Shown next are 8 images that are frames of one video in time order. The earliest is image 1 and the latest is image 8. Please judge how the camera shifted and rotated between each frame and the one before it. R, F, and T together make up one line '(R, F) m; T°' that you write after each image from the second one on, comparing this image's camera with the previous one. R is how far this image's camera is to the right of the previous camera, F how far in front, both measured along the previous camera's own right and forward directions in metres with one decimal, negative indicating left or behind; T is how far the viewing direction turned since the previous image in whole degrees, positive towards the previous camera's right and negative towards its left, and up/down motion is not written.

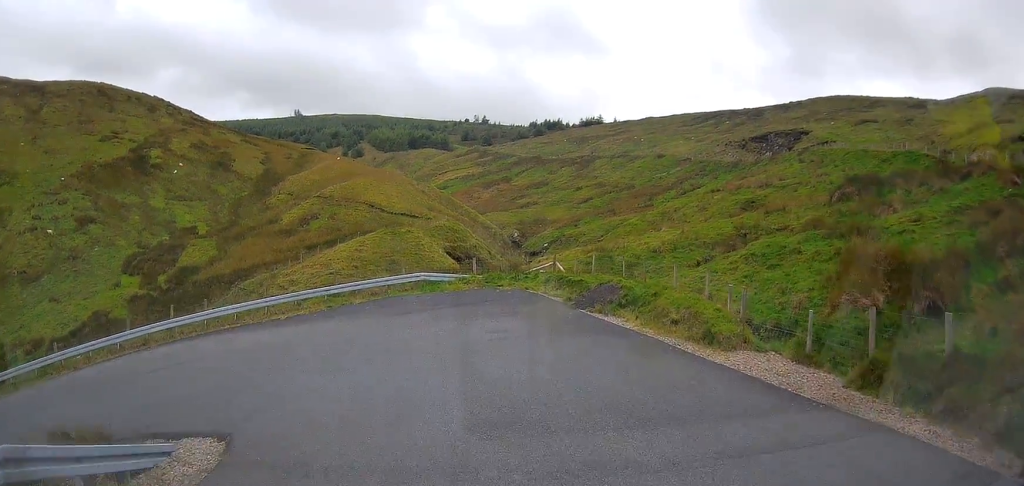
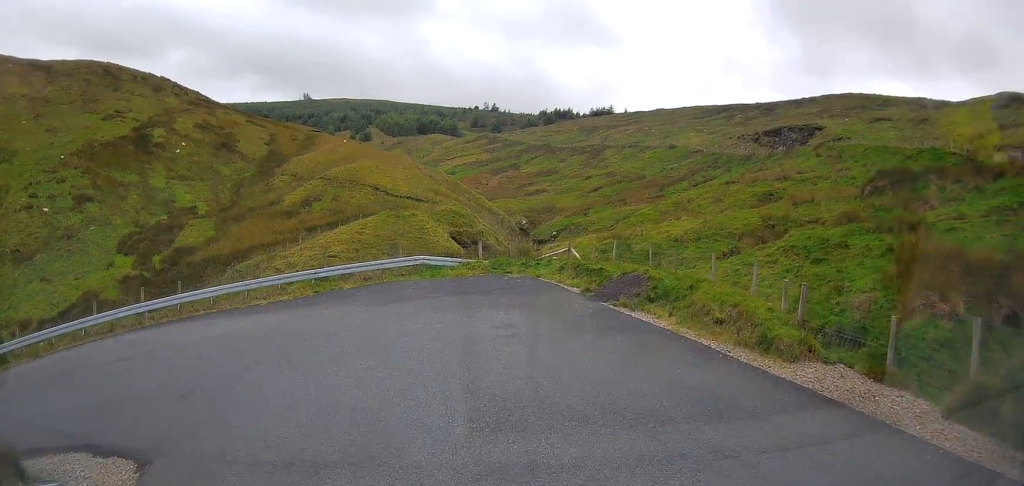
(+0.1, +3.3) m; -2°
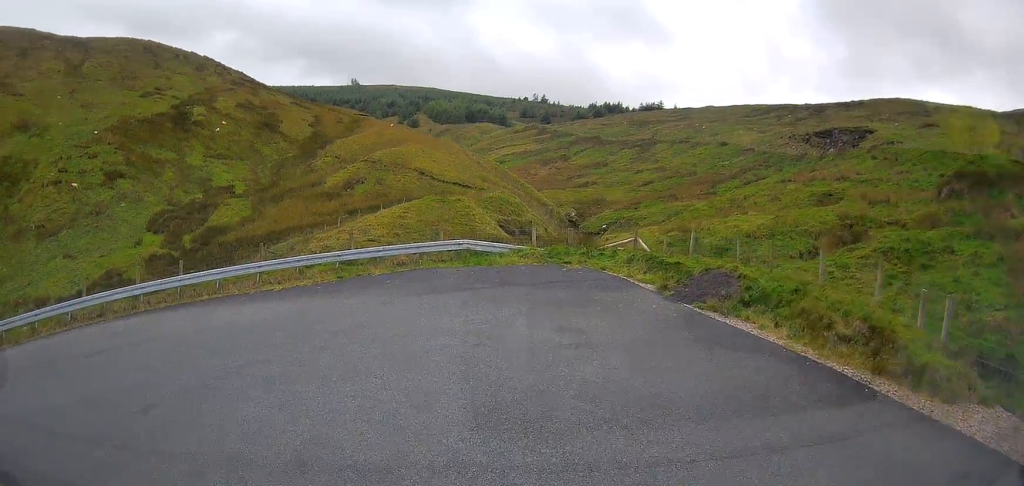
(-0.2, +4.0) m; -6°
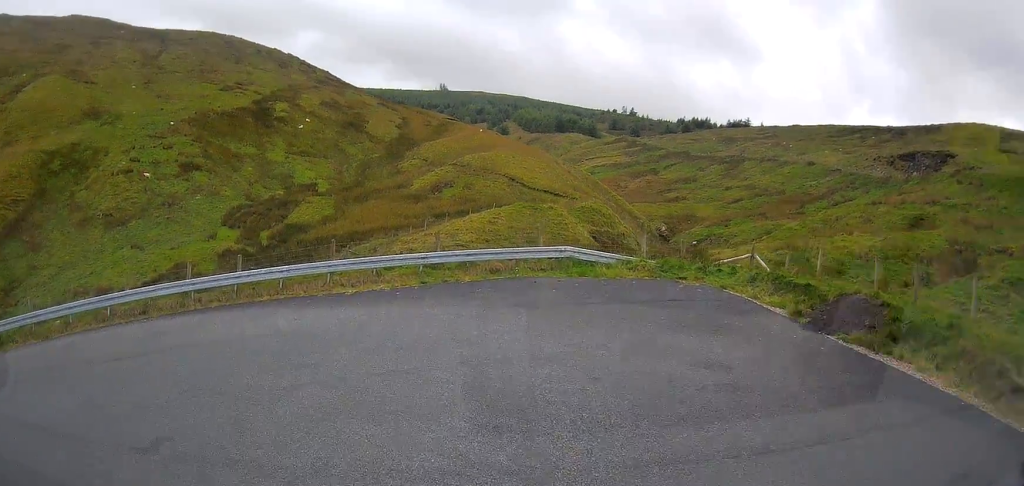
(-0.2, +2.8) m; -10°
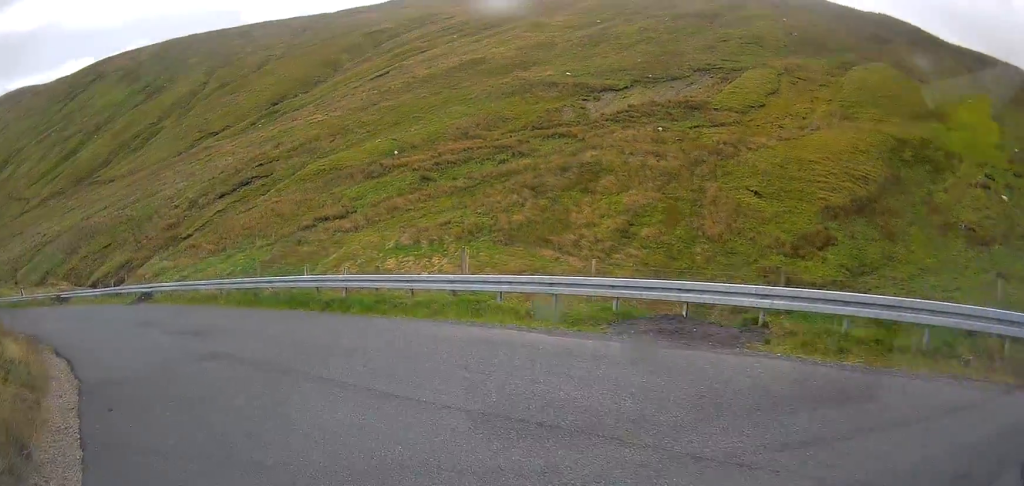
(-6.5, +8.5) m; -79°
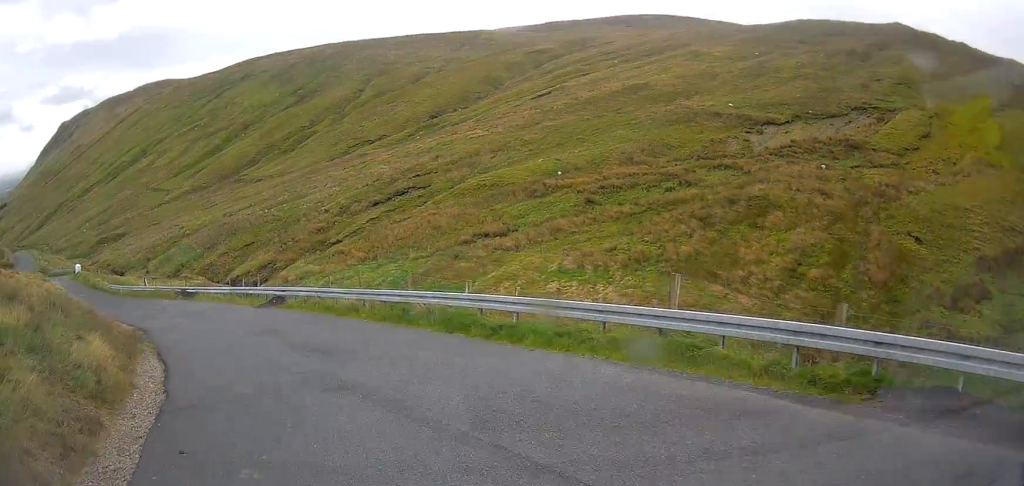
(-0.4, +2.8) m; -10°
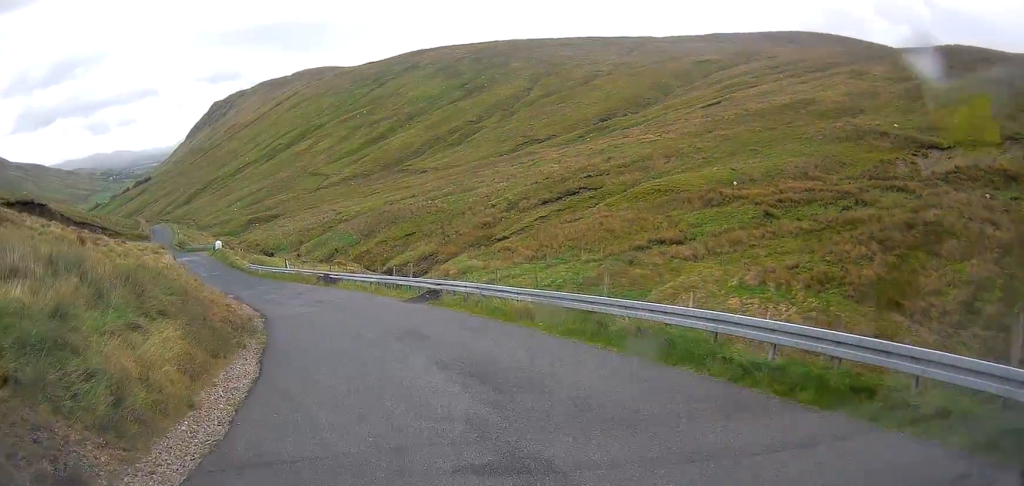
(-0.3, +3.9) m; -12°
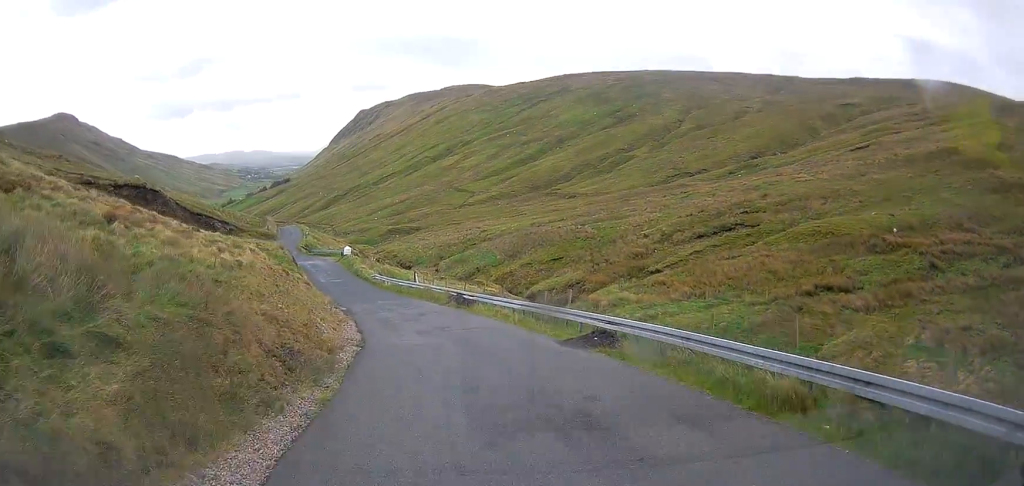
(-0.8, +6.5) m; -12°
